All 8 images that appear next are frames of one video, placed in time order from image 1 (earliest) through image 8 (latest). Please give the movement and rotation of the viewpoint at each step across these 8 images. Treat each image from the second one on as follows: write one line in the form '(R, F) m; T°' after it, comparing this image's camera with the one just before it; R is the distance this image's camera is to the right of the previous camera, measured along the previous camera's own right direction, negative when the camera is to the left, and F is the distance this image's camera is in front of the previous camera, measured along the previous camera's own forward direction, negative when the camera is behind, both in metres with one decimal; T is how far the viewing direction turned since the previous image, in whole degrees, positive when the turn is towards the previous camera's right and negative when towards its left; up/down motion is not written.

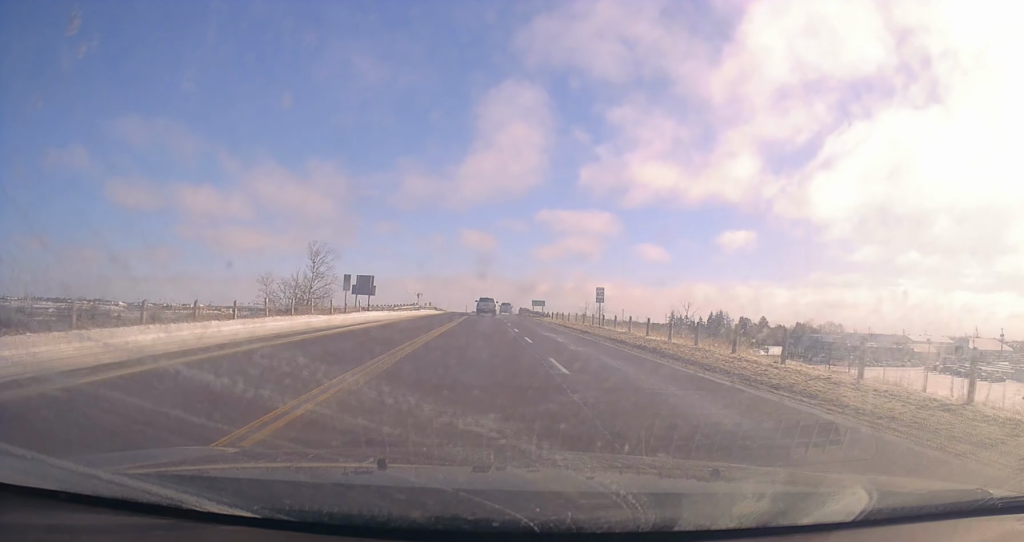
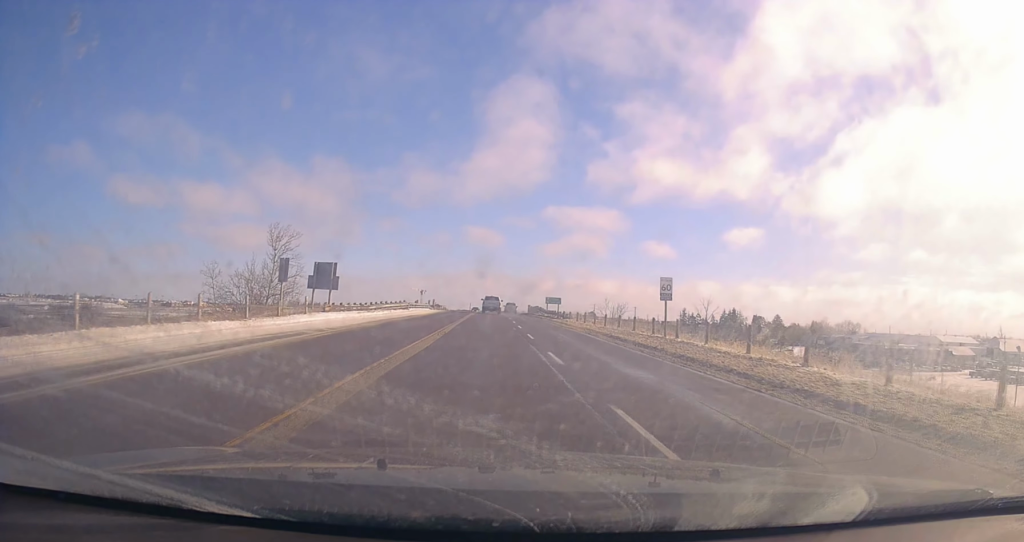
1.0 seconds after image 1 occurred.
(-0.5, +15.2) m; 0°
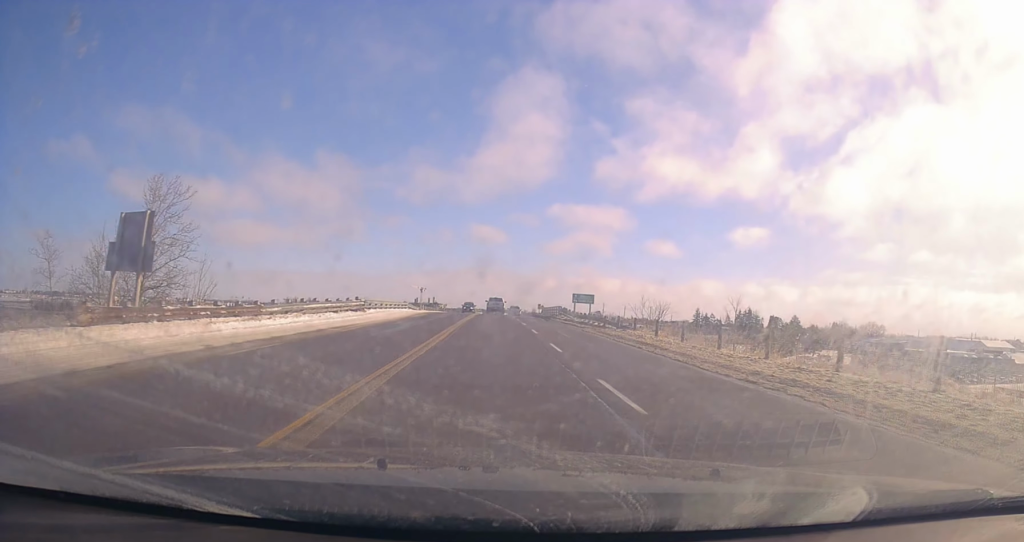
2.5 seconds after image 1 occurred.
(+1.1, +23.8) m; +2°
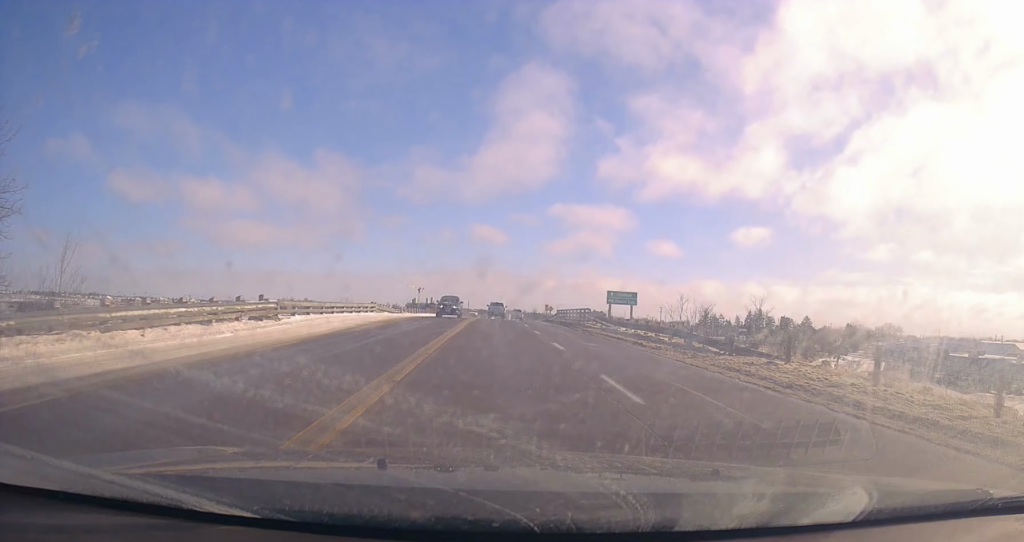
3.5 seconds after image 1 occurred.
(-1.0, +16.4) m; -3°
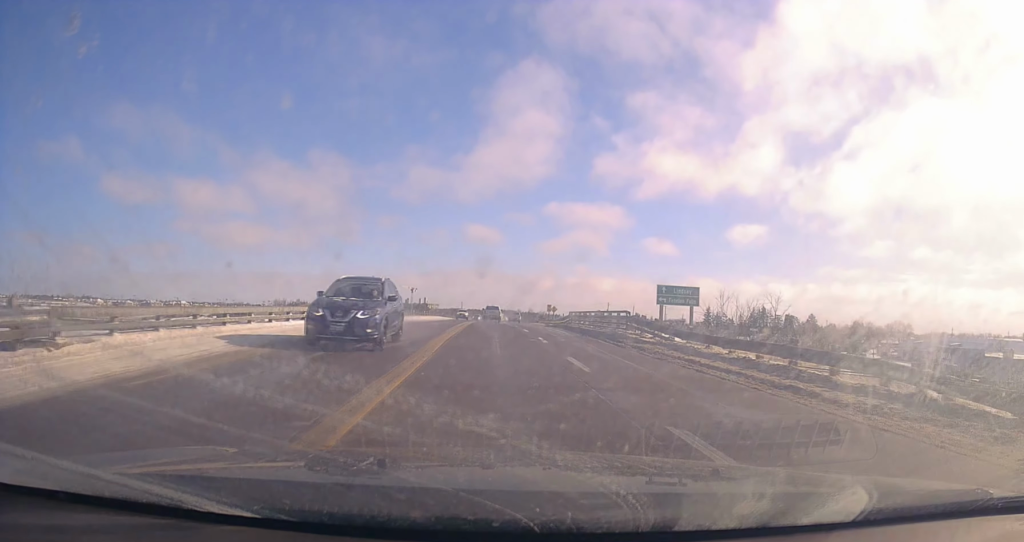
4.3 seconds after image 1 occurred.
(+0.1, +13.4) m; 0°
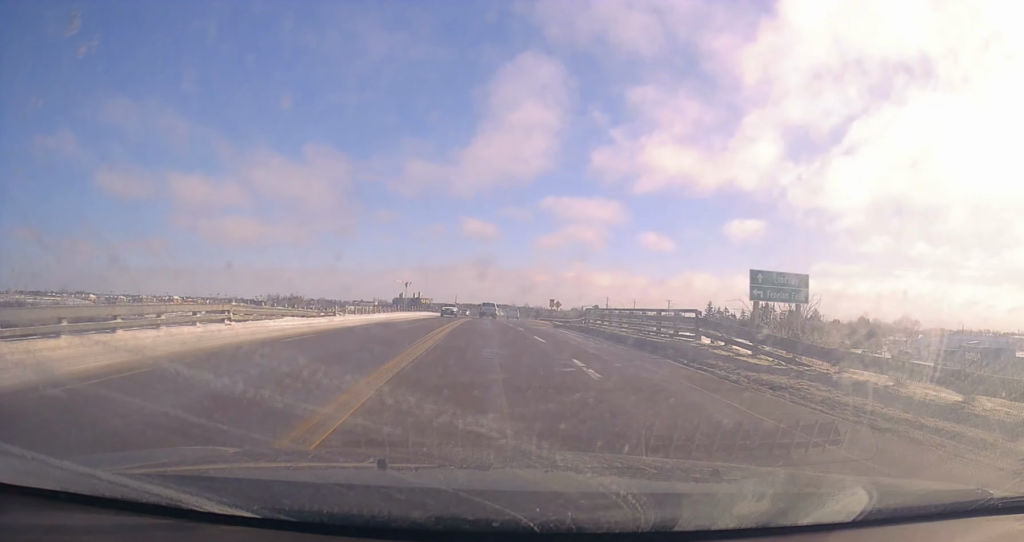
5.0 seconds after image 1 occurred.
(0.0, +10.8) m; +1°
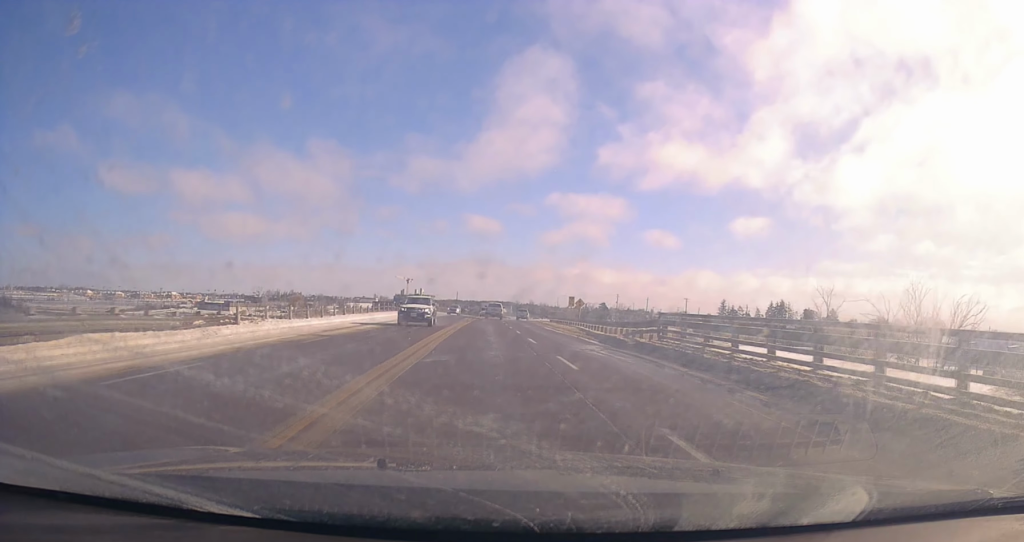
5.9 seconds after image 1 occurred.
(+0.2, +16.4) m; +1°
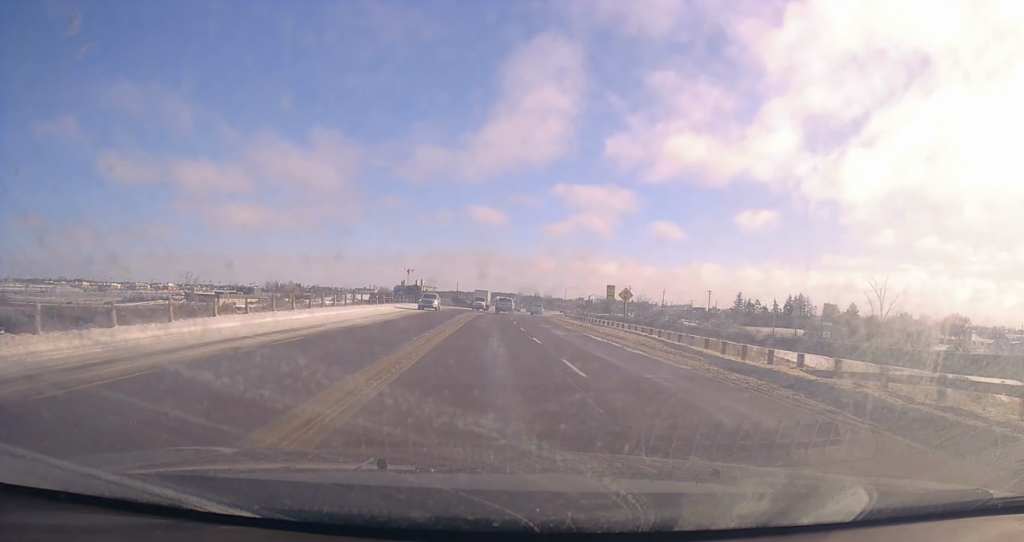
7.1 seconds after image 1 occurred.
(+0.2, +19.2) m; 0°
